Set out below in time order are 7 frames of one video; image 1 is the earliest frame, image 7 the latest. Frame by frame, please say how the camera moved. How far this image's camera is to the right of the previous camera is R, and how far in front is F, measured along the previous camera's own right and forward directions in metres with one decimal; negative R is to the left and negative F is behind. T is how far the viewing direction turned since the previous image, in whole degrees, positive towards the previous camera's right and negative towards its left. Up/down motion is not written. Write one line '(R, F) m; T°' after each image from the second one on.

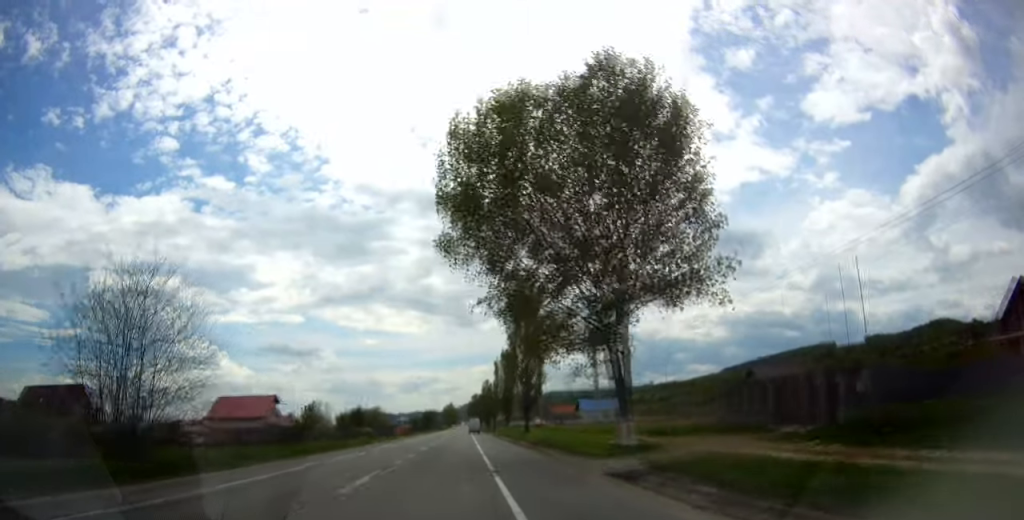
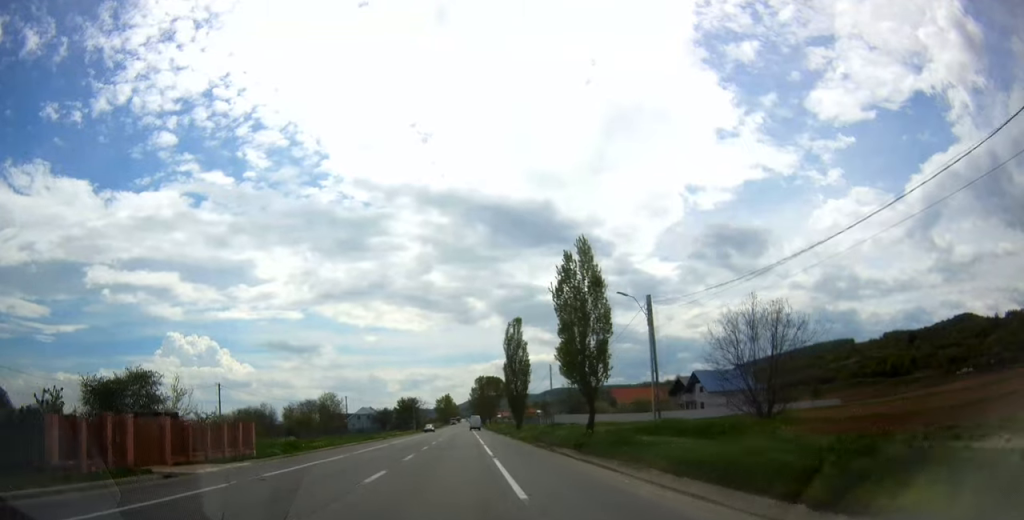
(-0.8, +98.4) m; -1°
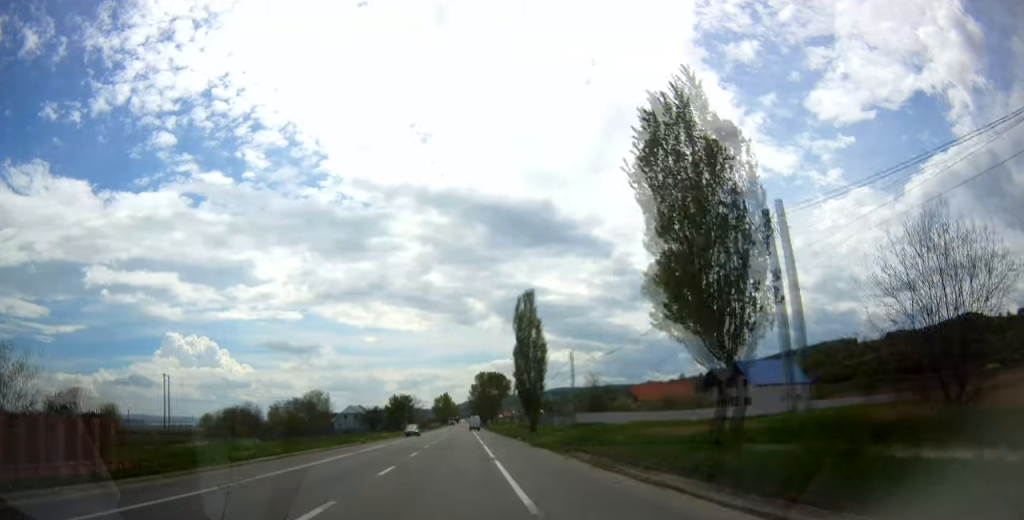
(0.0, +16.4) m; 0°
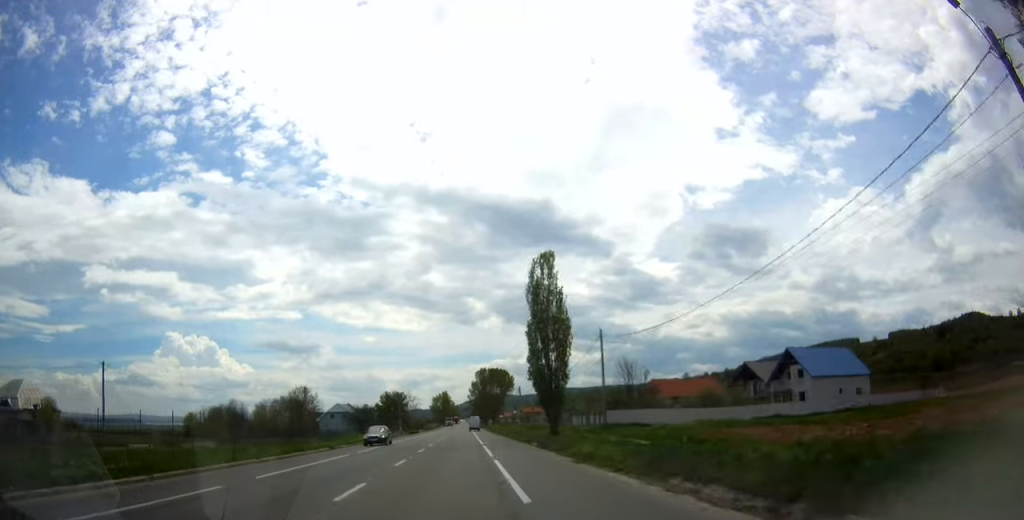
(0.0, +14.2) m; 0°
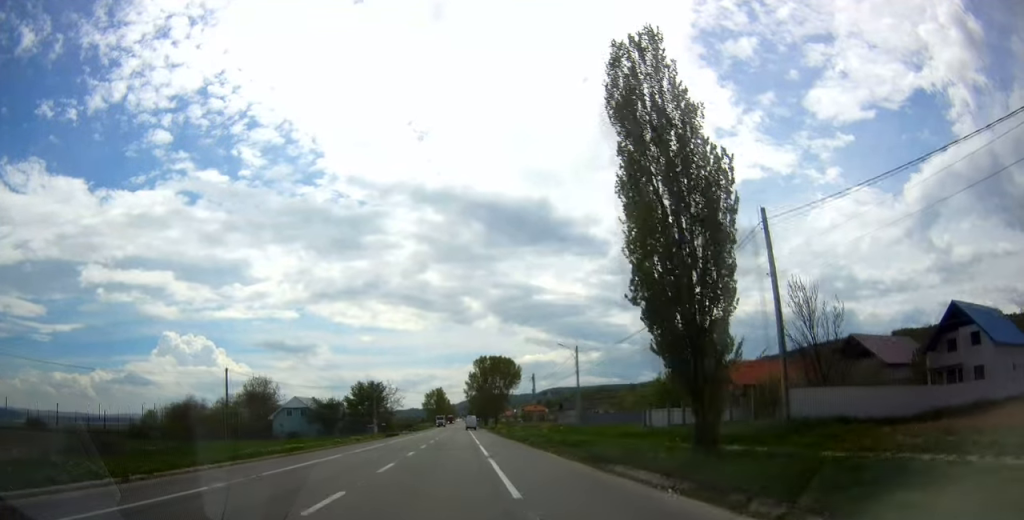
(0.0, +29.4) m; +1°
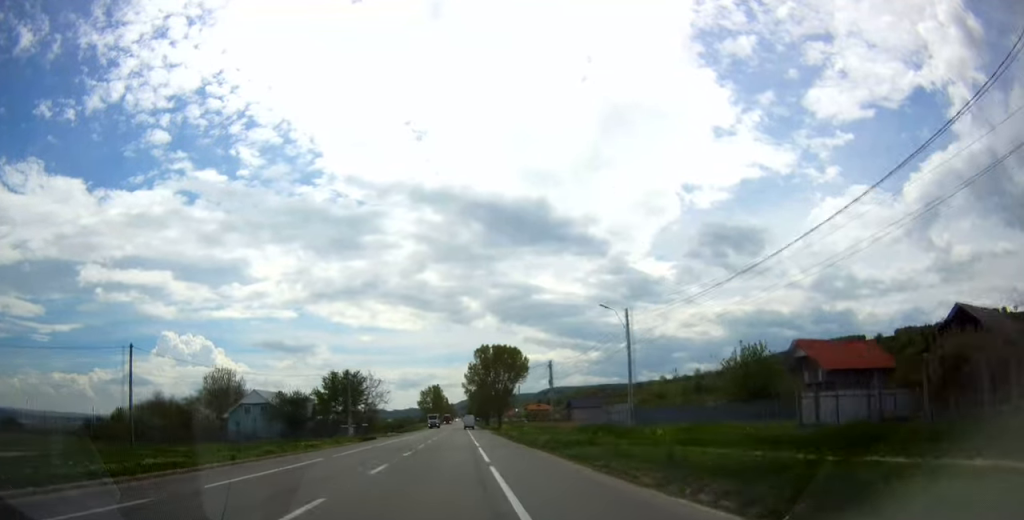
(+0.4, +19.7) m; 0°
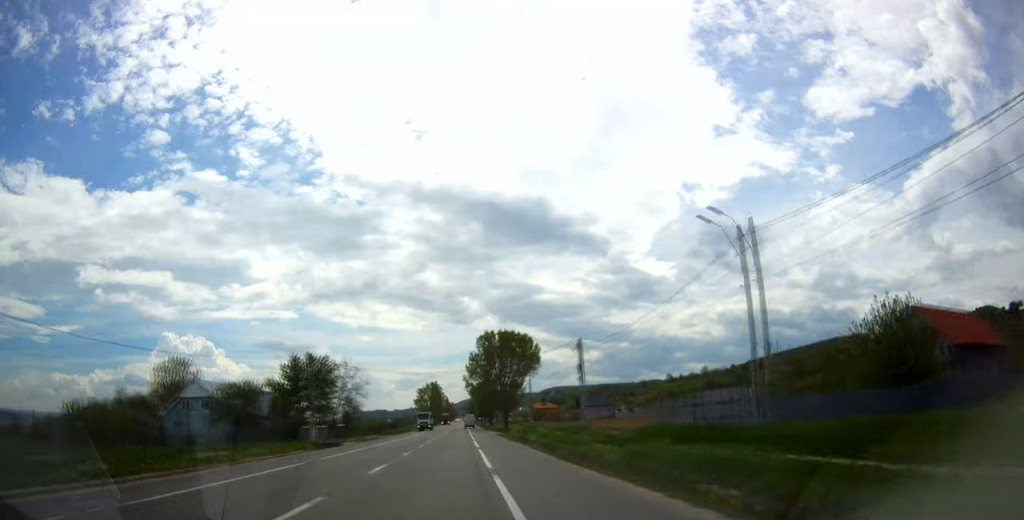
(0.0, +18.5) m; 0°
